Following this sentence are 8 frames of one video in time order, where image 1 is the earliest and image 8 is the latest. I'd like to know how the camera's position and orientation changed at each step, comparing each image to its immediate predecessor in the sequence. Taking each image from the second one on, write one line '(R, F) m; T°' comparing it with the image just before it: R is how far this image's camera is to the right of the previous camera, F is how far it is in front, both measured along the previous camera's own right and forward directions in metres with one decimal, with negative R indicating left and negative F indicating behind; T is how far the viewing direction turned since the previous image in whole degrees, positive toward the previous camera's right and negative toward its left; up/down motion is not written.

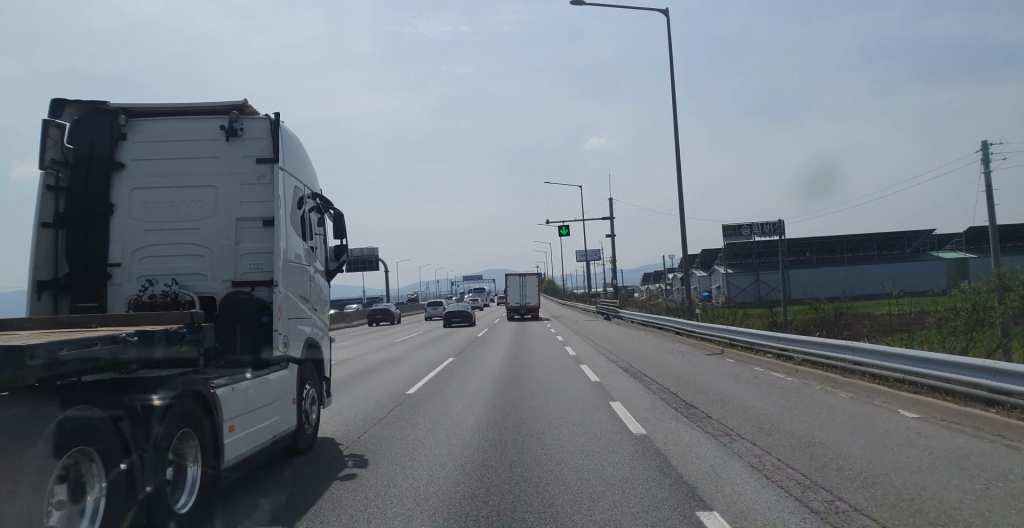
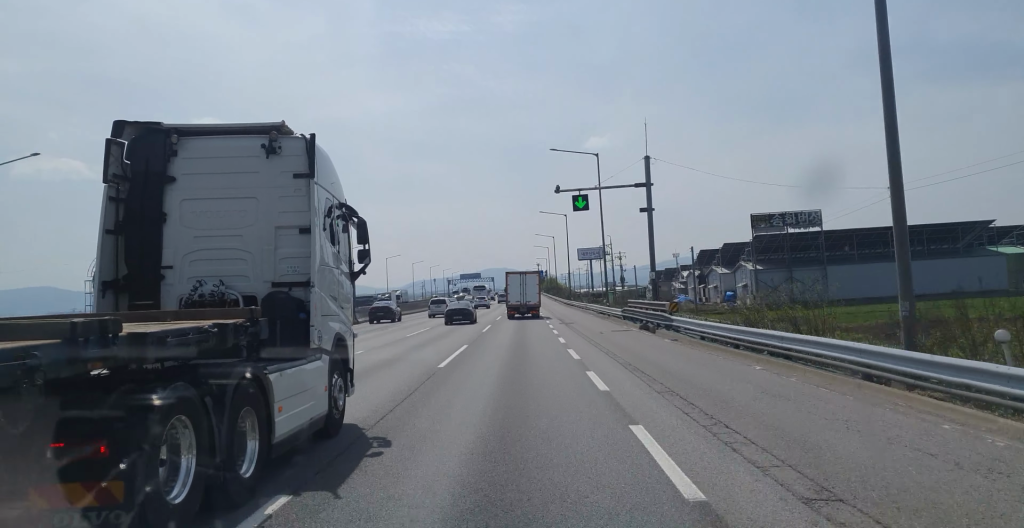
(-0.2, +15.6) m; -2°
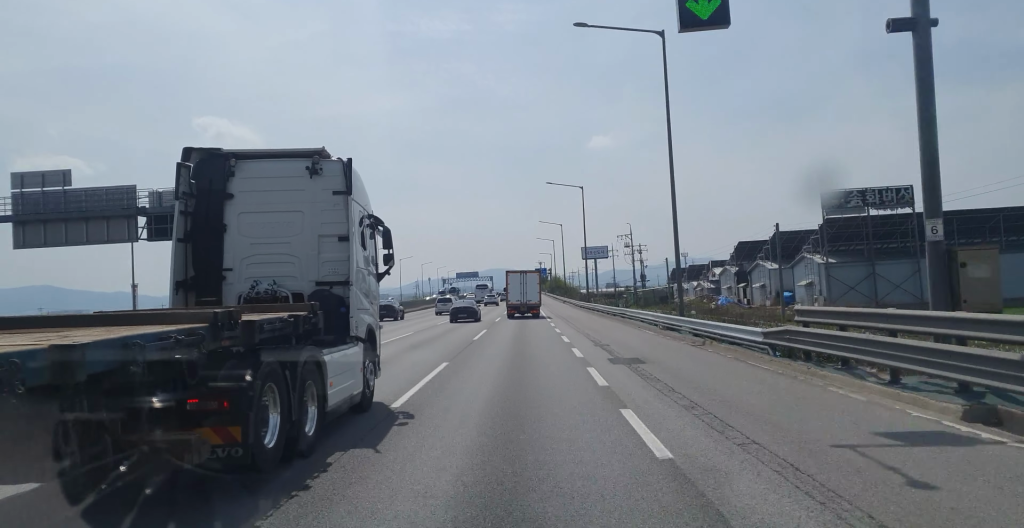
(-0.4, +26.7) m; 0°
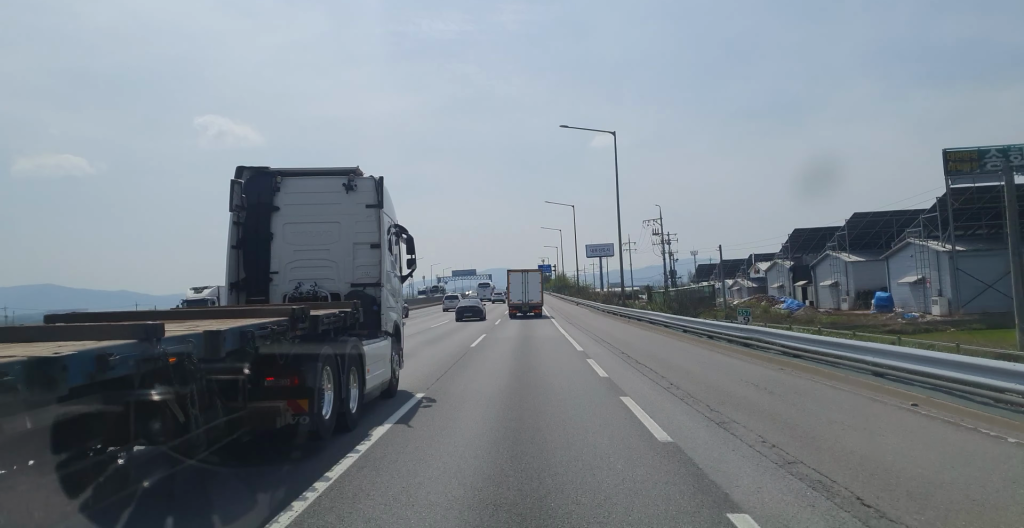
(+0.2, +25.9) m; +1°
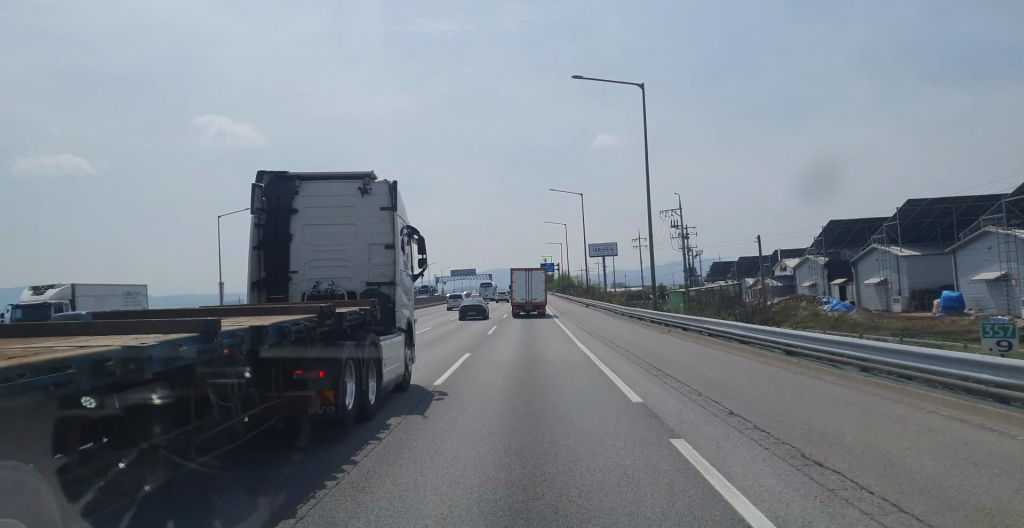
(+0.1, +11.2) m; 0°
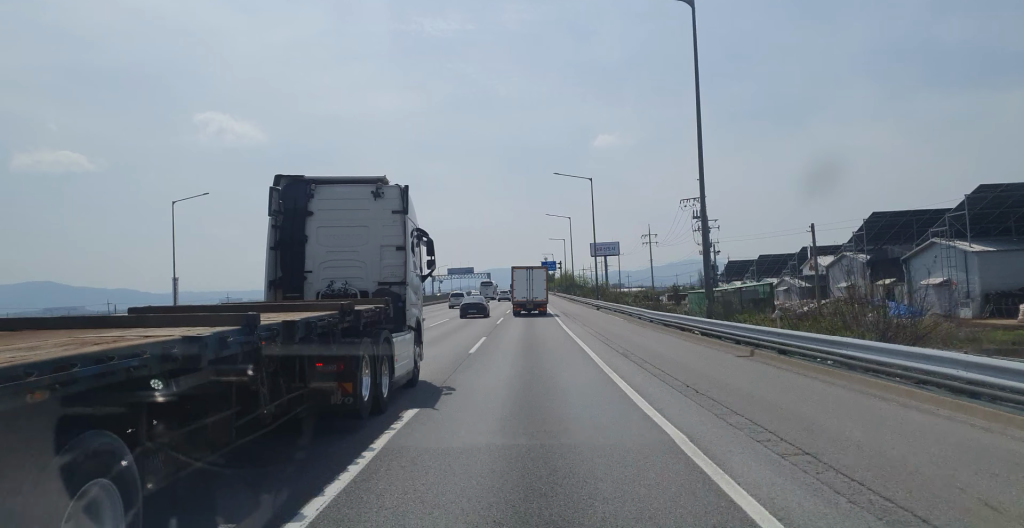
(0.0, +10.6) m; 0°
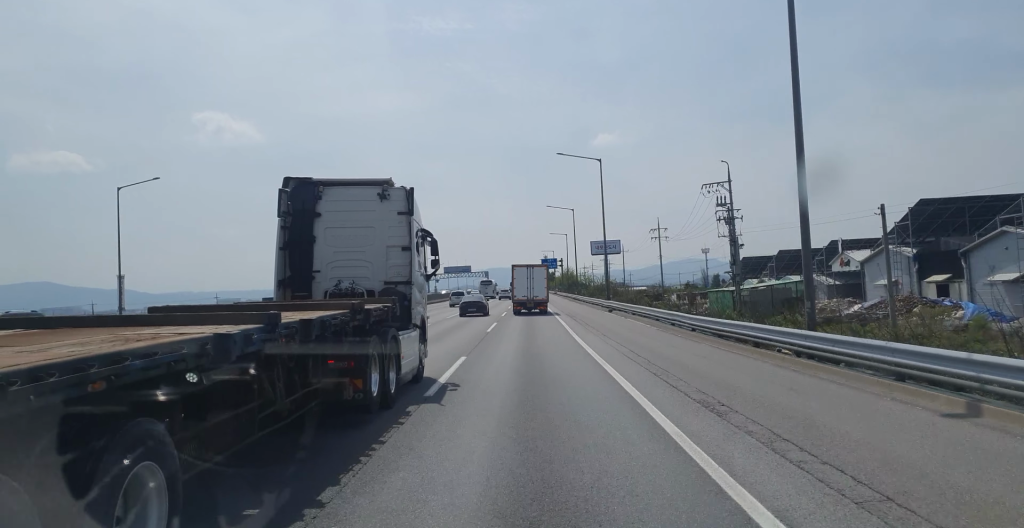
(0.0, +10.6) m; 0°
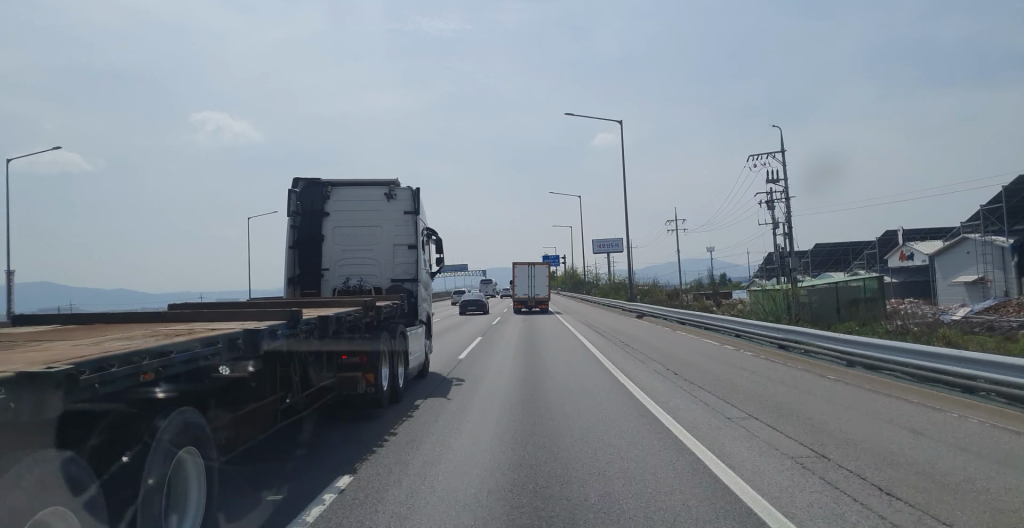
(-0.1, +13.0) m; 0°
